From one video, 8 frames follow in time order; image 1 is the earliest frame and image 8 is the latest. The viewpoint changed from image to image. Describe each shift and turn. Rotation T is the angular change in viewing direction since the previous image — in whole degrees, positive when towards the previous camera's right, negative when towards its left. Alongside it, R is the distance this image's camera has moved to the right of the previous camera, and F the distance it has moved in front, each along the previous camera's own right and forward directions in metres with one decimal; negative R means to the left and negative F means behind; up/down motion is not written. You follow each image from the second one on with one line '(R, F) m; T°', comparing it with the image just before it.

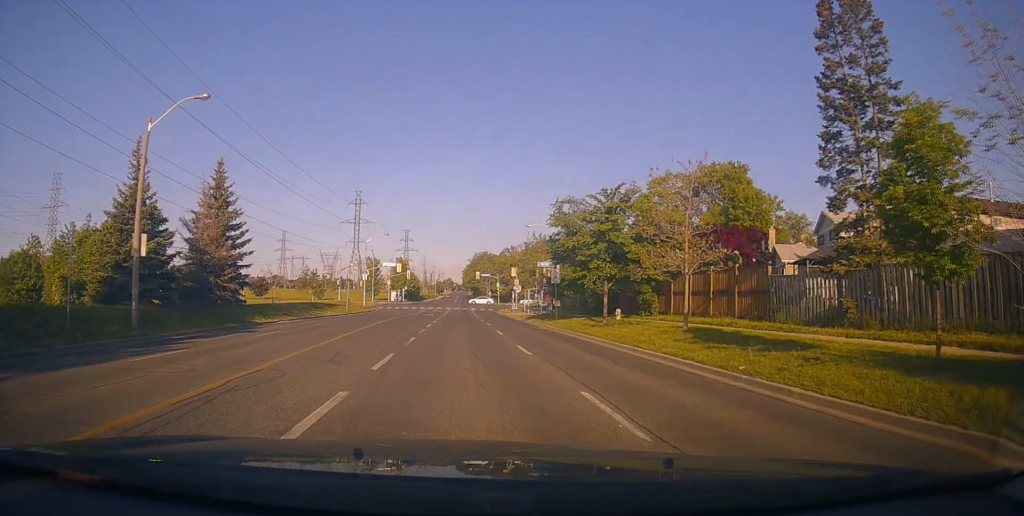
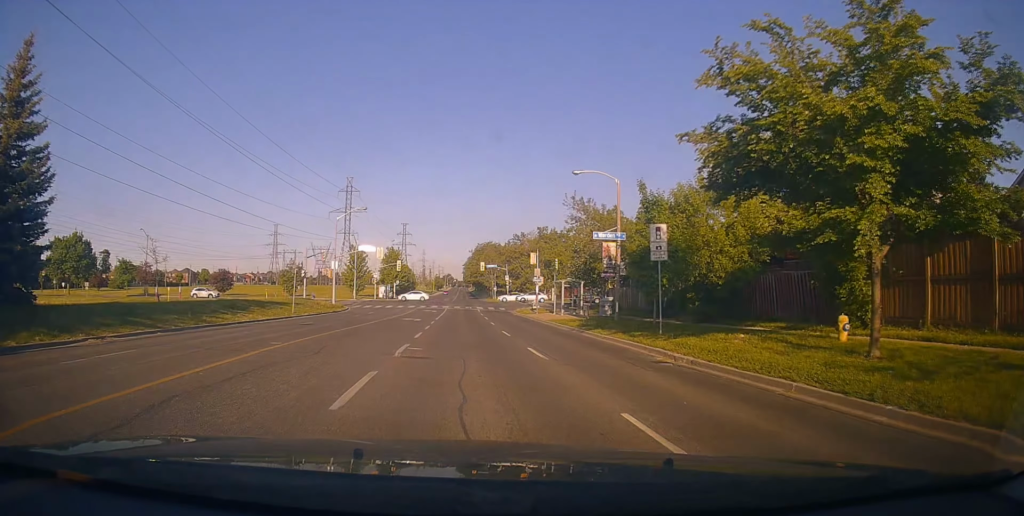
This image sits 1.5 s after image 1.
(+0.2, +20.4) m; +2°
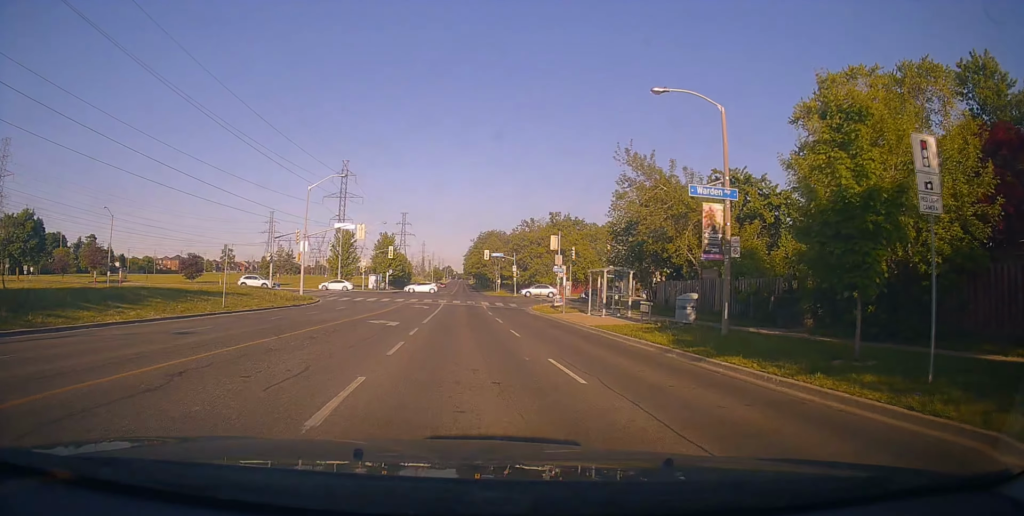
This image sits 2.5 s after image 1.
(-0.2, +13.0) m; +1°
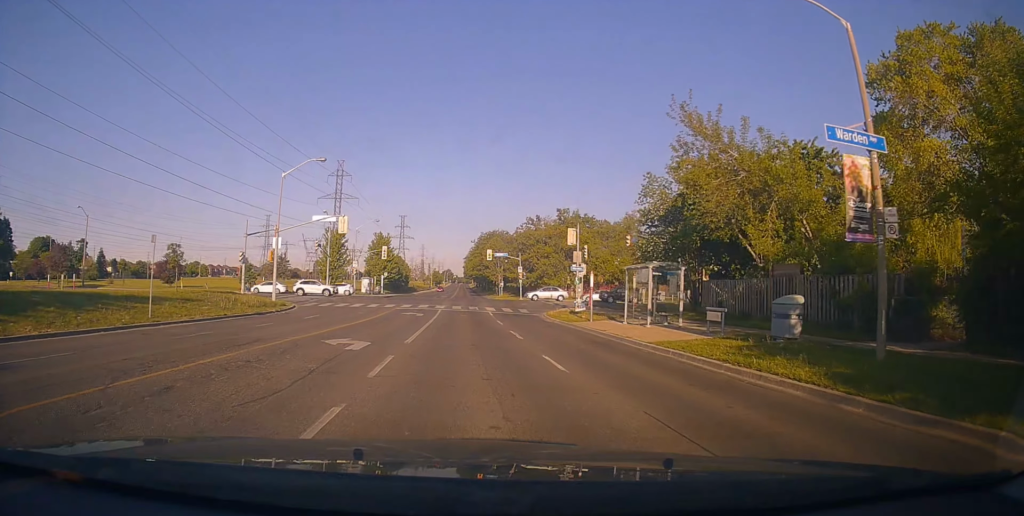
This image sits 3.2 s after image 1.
(+0.2, +7.7) m; 0°
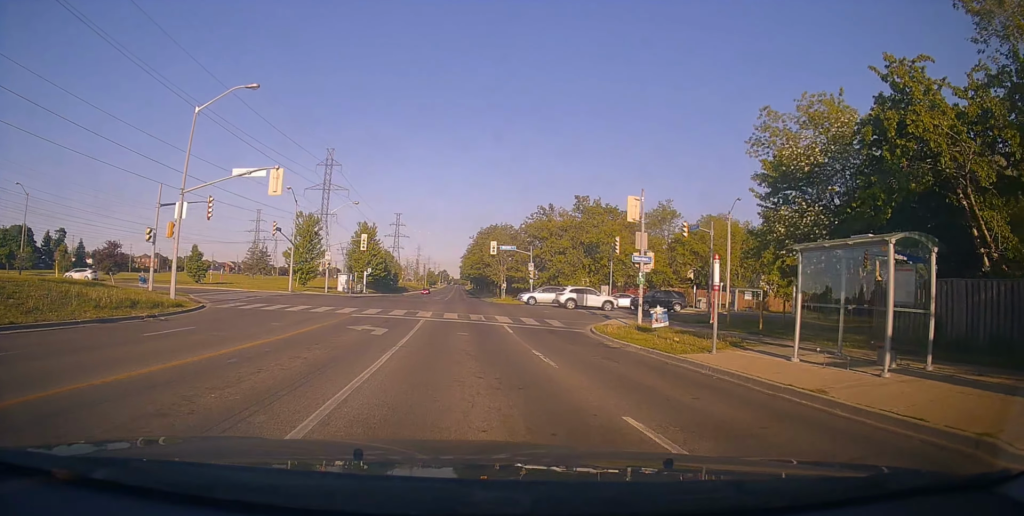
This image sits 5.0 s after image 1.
(-0.2, +16.3) m; +1°
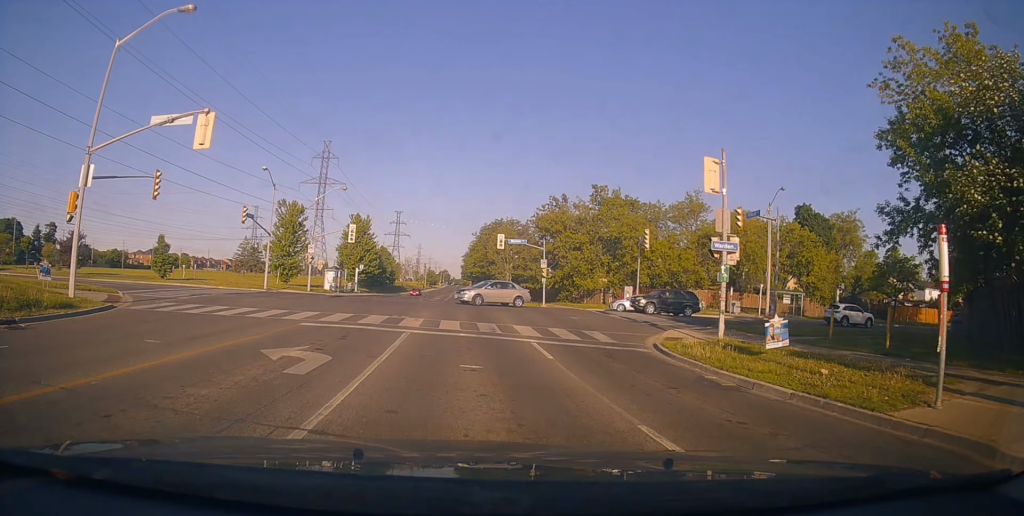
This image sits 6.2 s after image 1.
(+0.6, +9.0) m; 0°
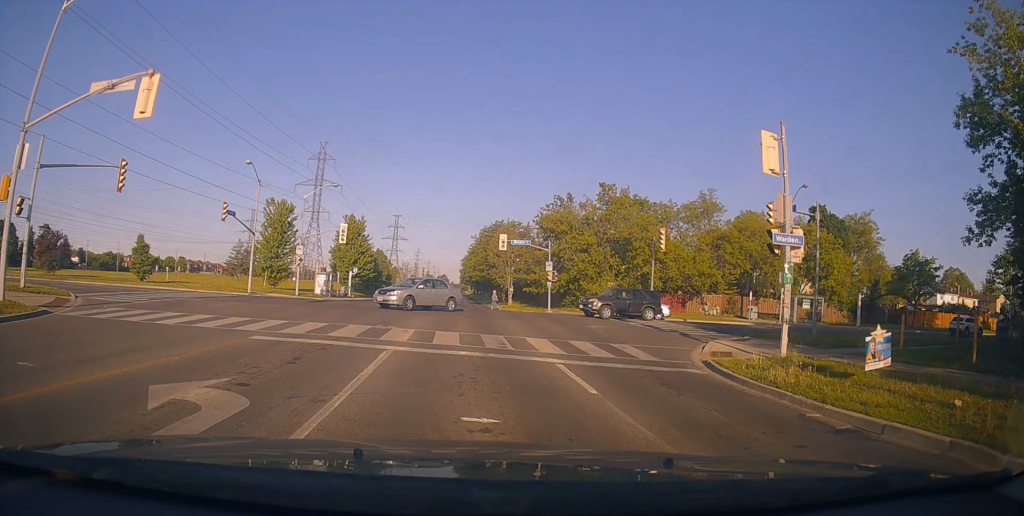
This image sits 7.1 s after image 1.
(-0.2, +4.7) m; +1°
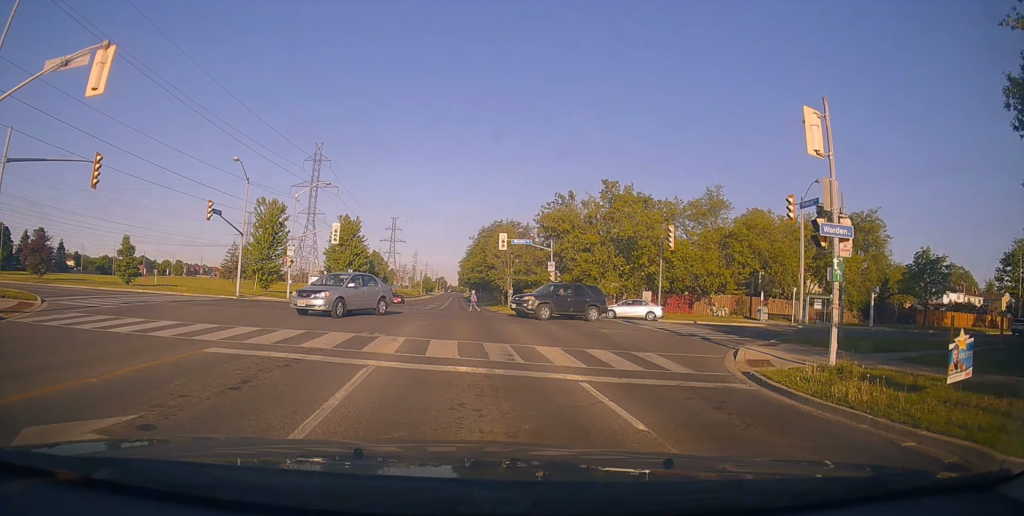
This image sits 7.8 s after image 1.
(0.0, +2.9) m; +5°
